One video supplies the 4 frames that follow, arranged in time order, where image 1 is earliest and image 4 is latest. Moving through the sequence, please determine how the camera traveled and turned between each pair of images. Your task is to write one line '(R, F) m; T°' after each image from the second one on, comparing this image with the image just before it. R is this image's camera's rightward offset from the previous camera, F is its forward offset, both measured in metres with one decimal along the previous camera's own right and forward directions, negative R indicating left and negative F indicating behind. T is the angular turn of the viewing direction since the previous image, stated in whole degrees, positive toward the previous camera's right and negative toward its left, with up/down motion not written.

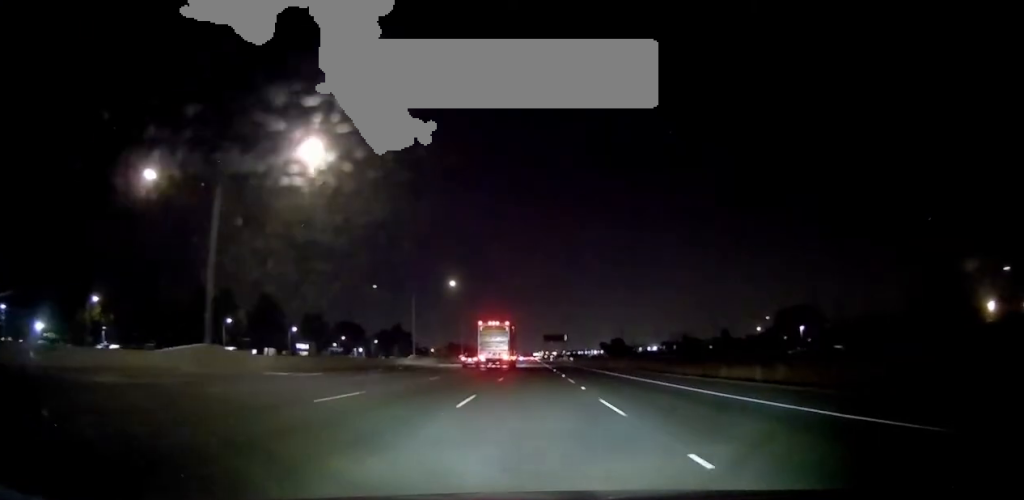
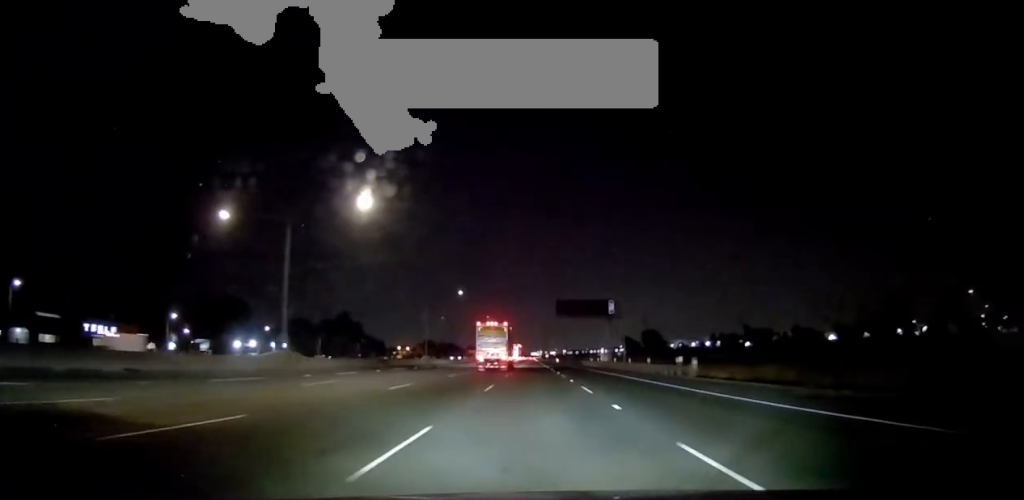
(-0.4, +110.1) m; 0°
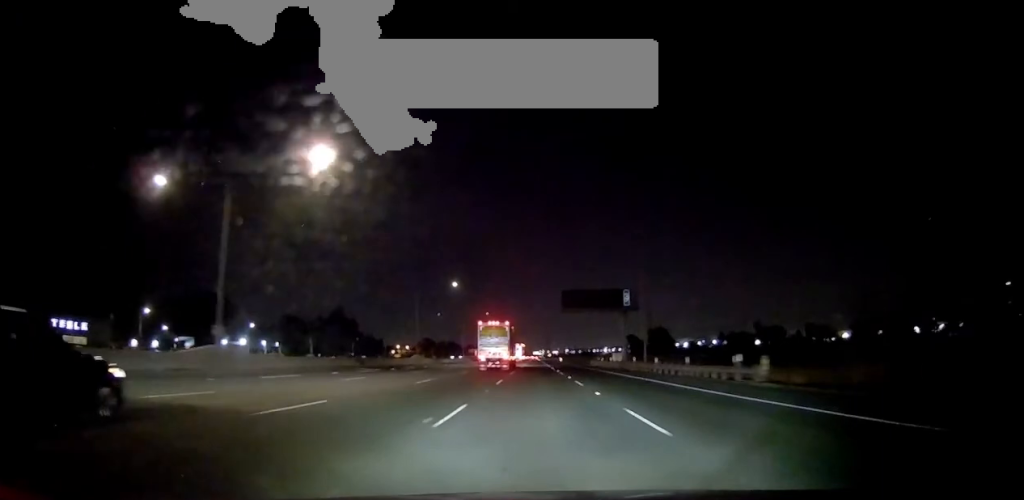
(0.0, +10.4) m; 0°
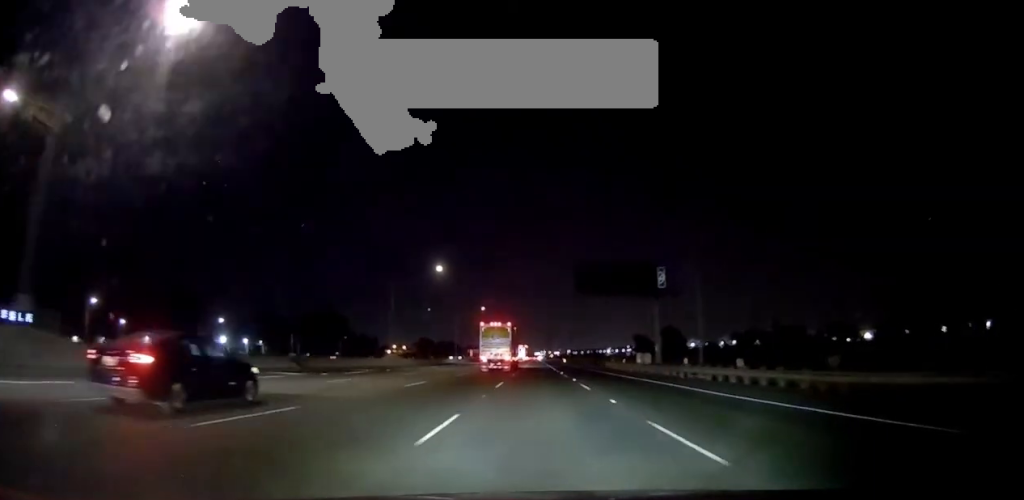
(0.0, +16.8) m; 0°
